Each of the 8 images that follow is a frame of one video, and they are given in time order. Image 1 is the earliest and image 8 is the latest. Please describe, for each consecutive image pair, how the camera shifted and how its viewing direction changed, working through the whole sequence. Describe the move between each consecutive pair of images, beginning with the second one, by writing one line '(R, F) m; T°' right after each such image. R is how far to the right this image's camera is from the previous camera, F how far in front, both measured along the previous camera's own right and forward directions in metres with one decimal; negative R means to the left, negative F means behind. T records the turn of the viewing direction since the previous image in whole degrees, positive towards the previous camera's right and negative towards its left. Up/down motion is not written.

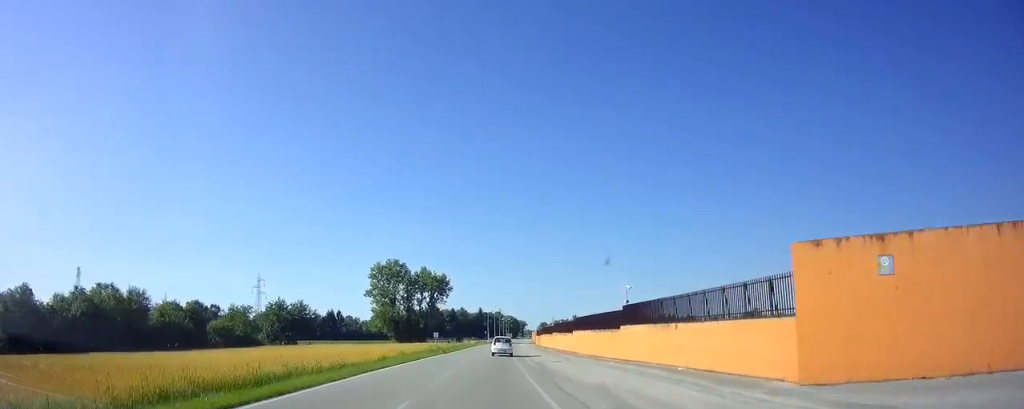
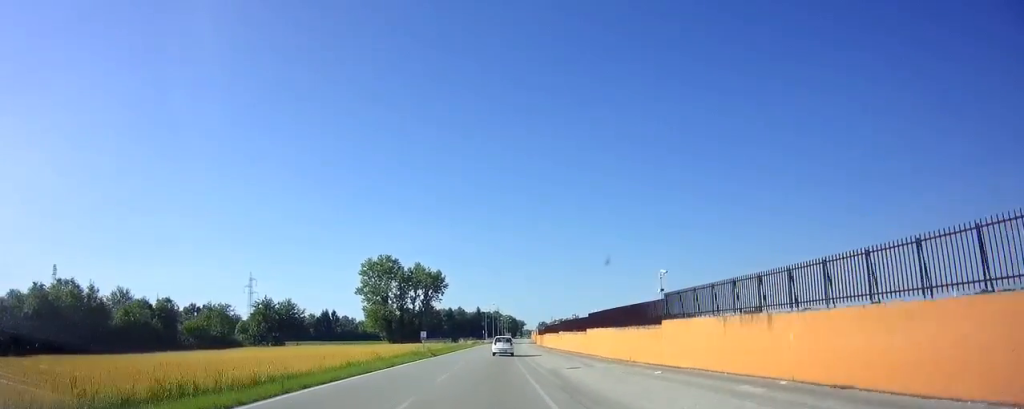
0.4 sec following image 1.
(0.0, +7.6) m; 0°
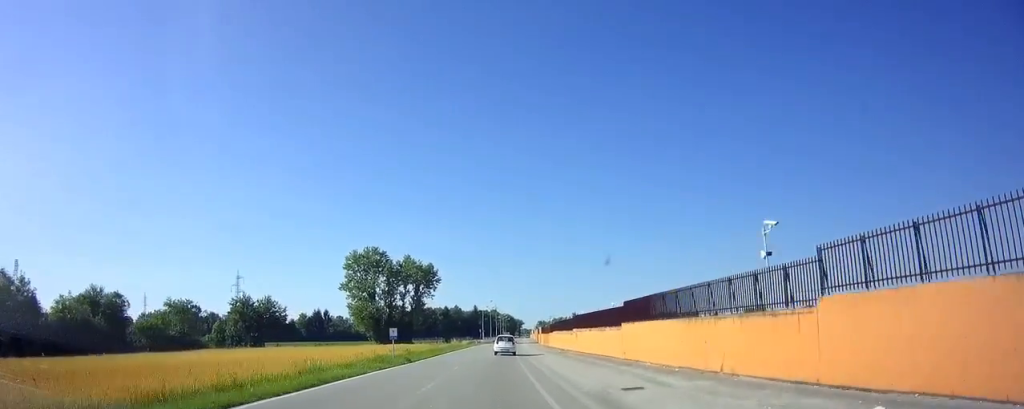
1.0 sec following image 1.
(+0.1, +10.5) m; 0°
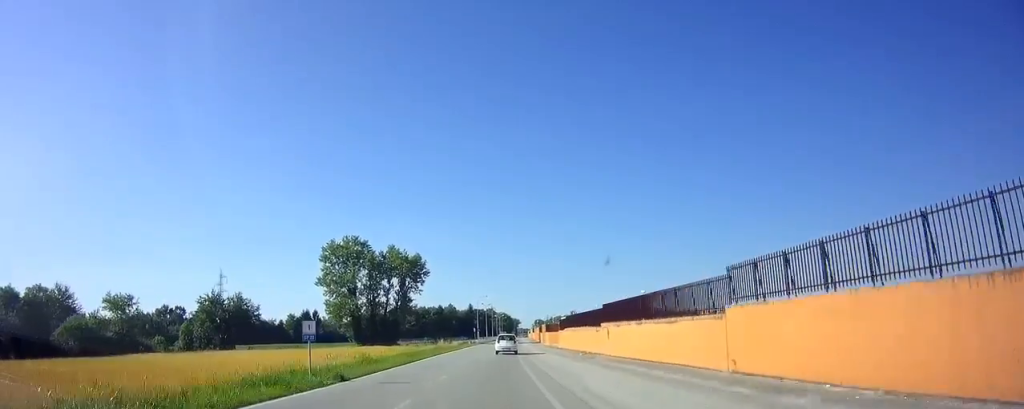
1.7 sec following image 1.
(0.0, +12.2) m; +1°
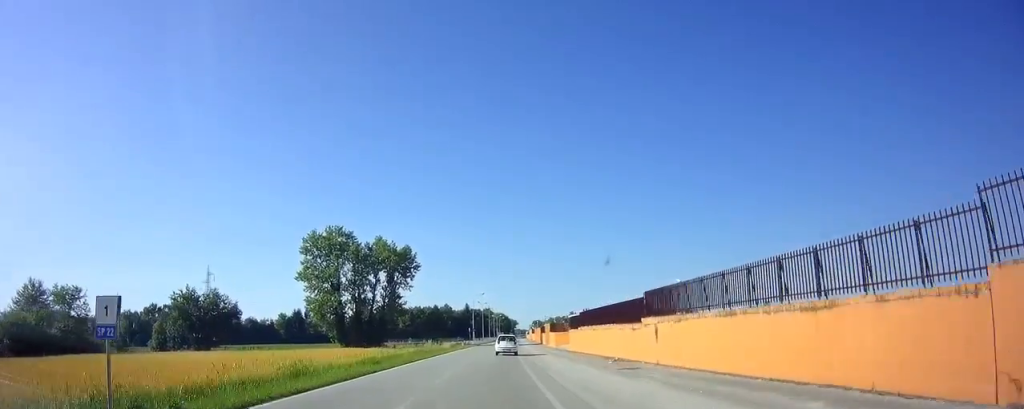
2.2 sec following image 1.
(0.0, +8.7) m; 0°
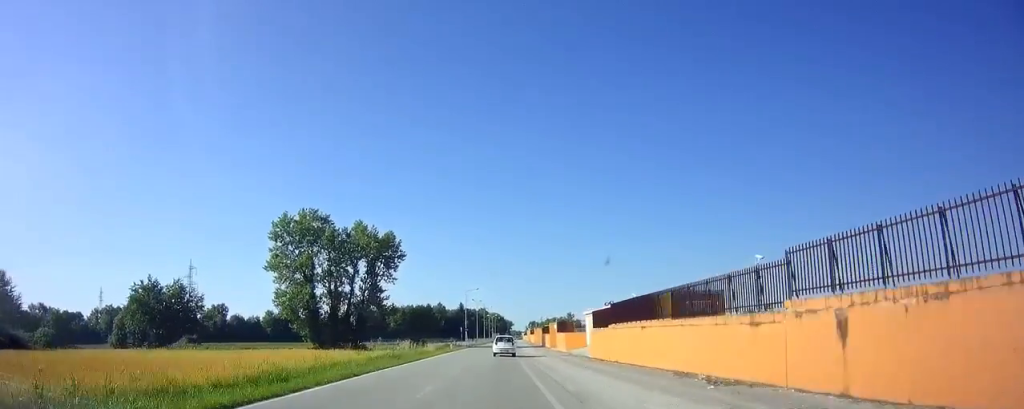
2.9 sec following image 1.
(+0.1, +11.0) m; +1°
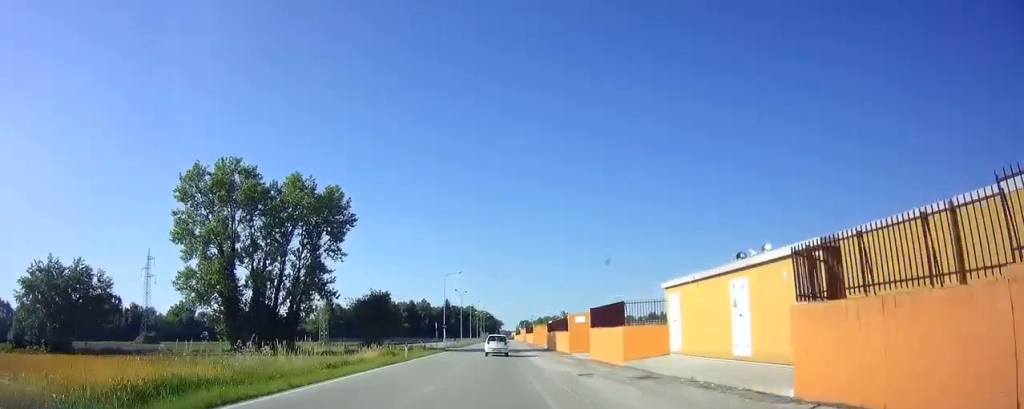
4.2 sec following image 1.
(+0.1, +22.5) m; +1°
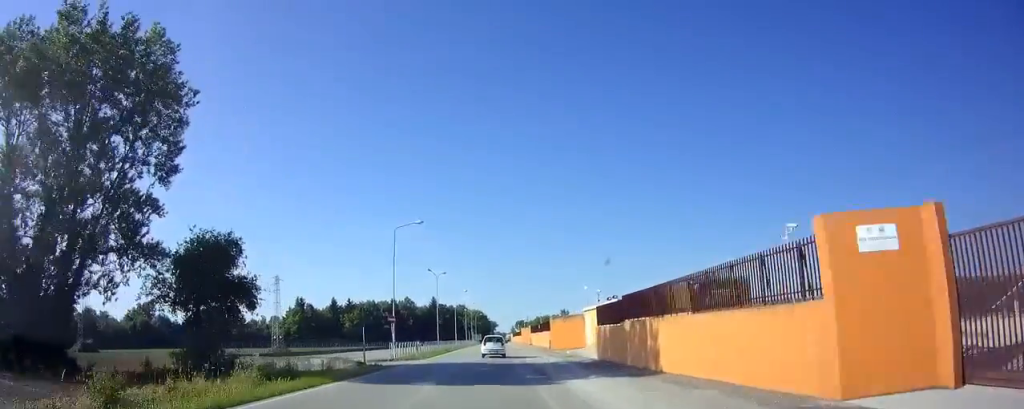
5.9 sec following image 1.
(+0.1, +30.7) m; 0°
